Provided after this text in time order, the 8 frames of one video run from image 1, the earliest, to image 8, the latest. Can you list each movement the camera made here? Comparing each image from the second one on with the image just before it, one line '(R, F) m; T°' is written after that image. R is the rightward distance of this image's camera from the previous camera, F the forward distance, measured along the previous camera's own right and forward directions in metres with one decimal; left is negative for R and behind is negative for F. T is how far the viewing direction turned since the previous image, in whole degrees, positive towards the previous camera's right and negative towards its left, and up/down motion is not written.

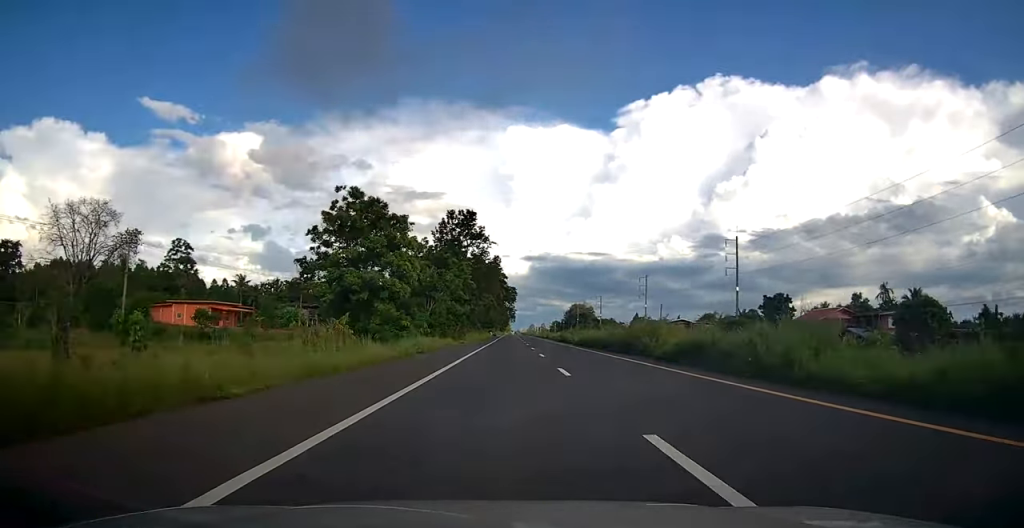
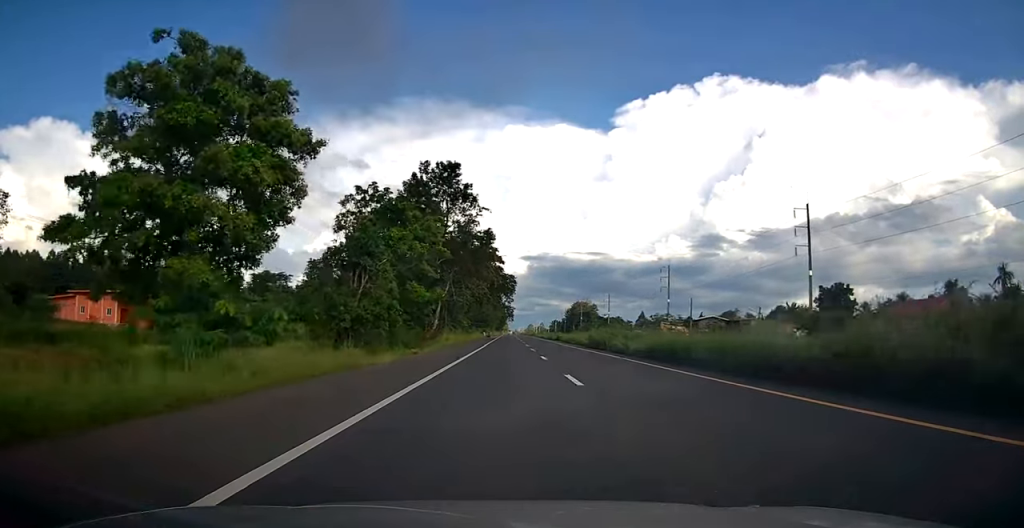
(0.0, +27.1) m; 0°
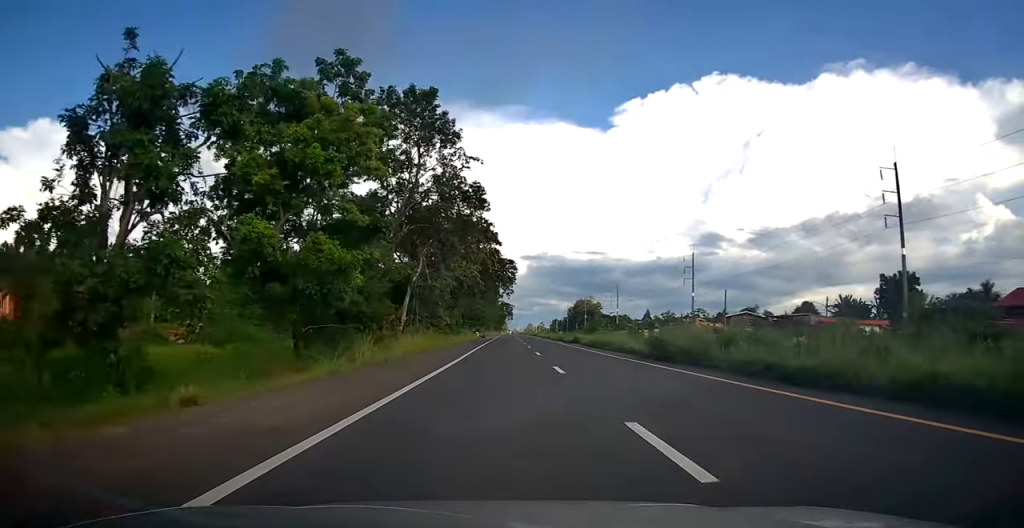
(0.0, +20.3) m; 0°
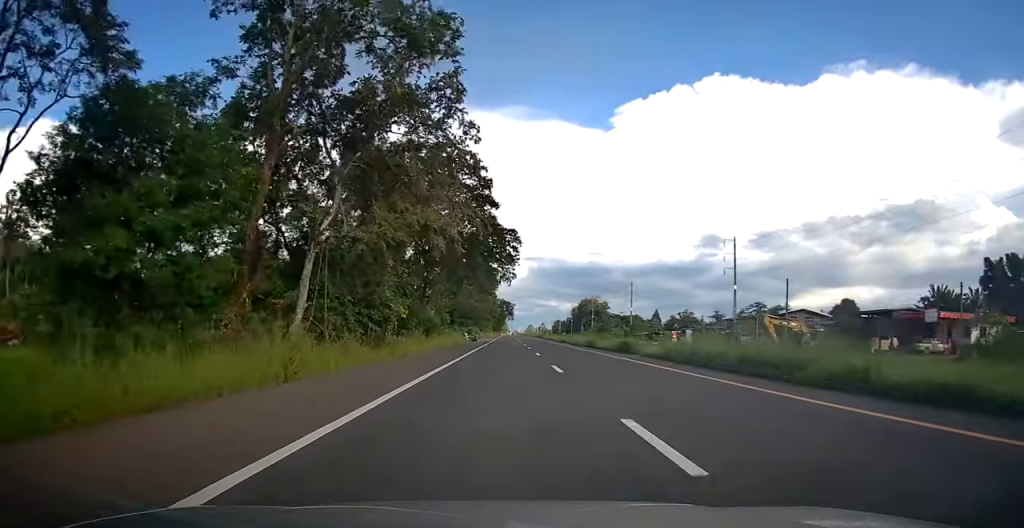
(0.0, +23.7) m; 0°
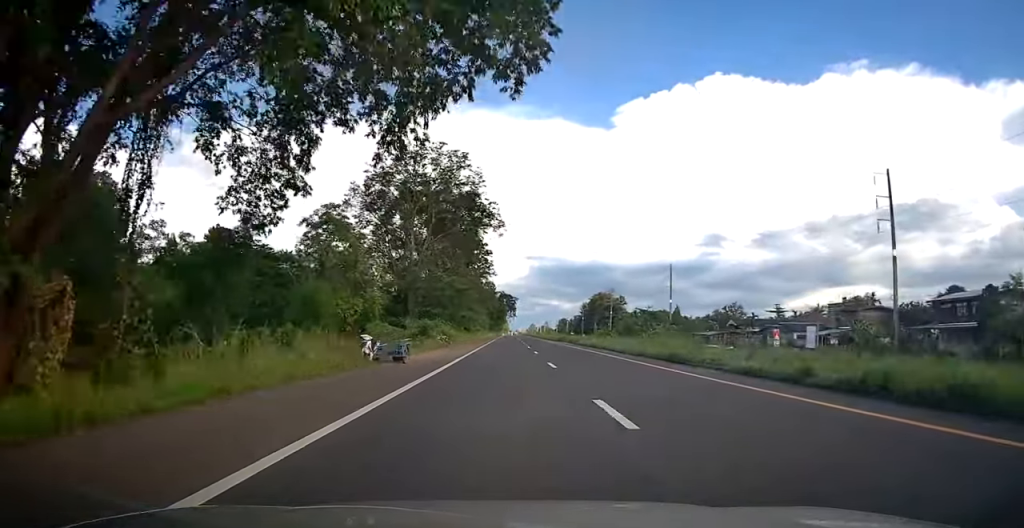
(+0.2, +45.3) m; 0°
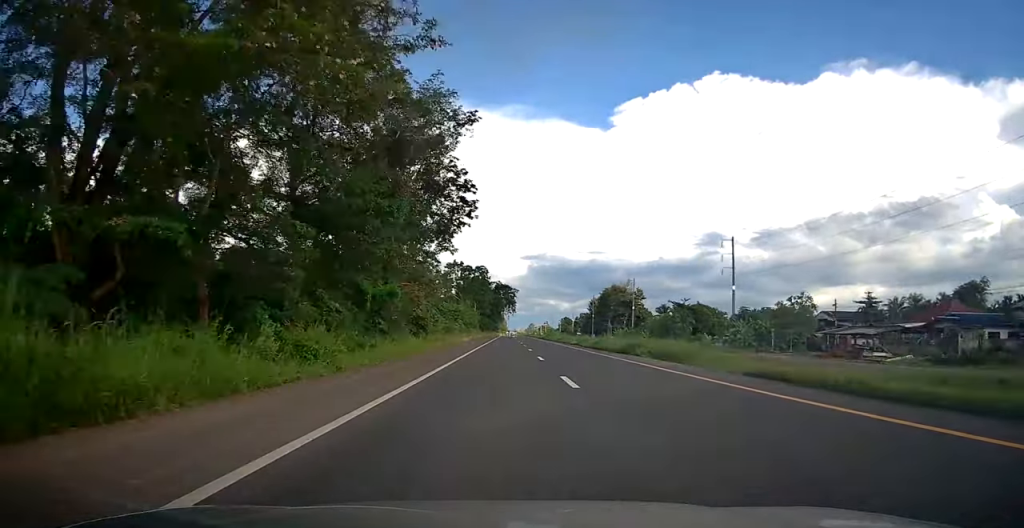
(-0.1, +42.3) m; 0°
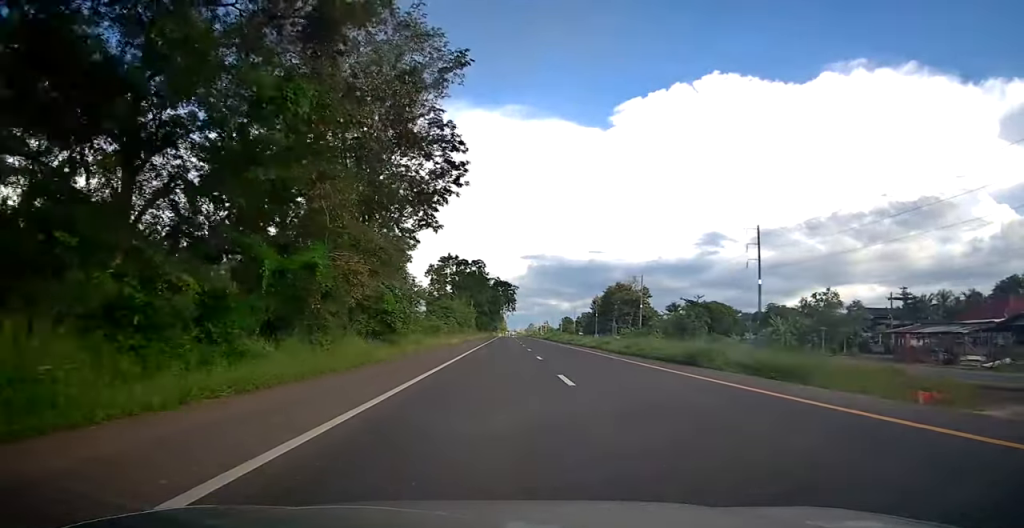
(0.0, +11.4) m; 0°
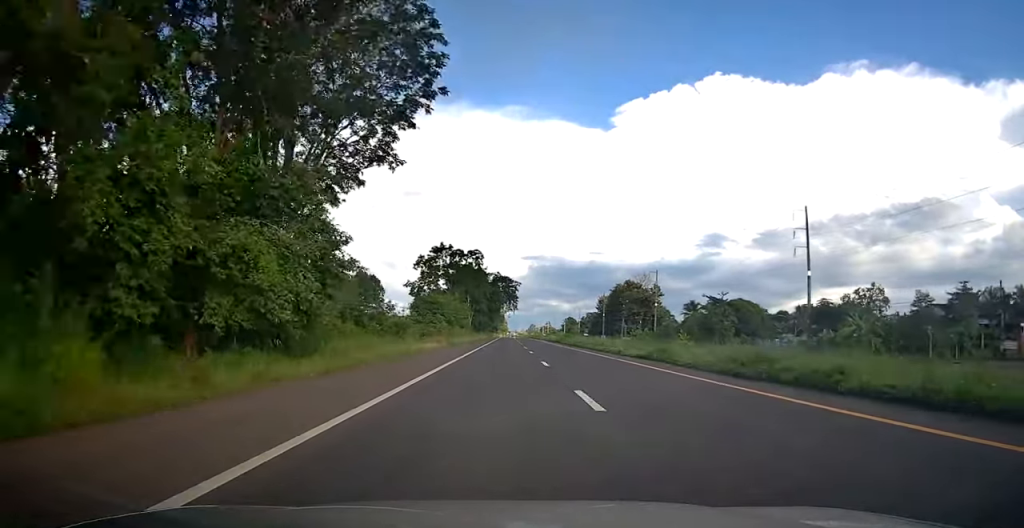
(0.0, +15.7) m; 0°
